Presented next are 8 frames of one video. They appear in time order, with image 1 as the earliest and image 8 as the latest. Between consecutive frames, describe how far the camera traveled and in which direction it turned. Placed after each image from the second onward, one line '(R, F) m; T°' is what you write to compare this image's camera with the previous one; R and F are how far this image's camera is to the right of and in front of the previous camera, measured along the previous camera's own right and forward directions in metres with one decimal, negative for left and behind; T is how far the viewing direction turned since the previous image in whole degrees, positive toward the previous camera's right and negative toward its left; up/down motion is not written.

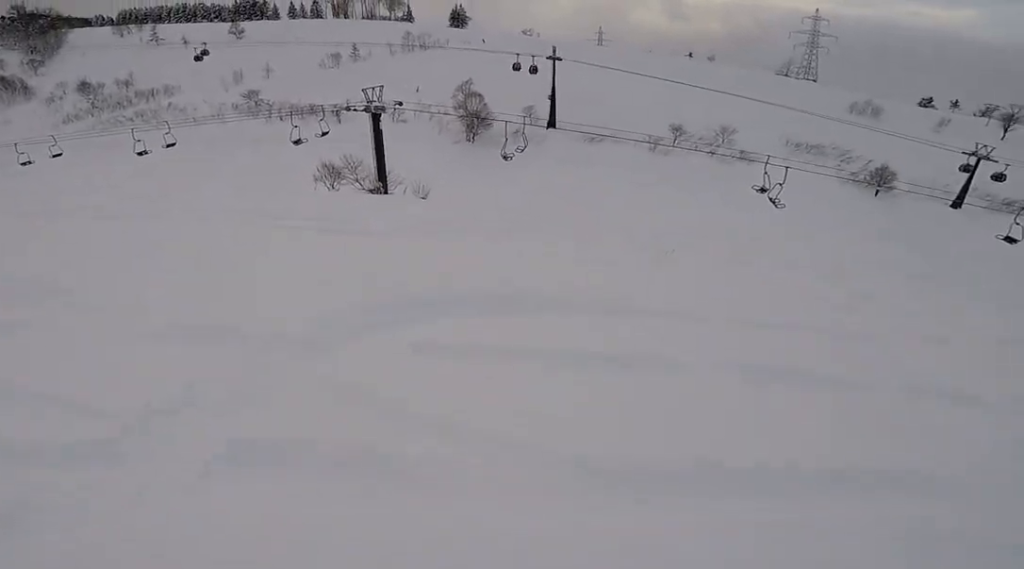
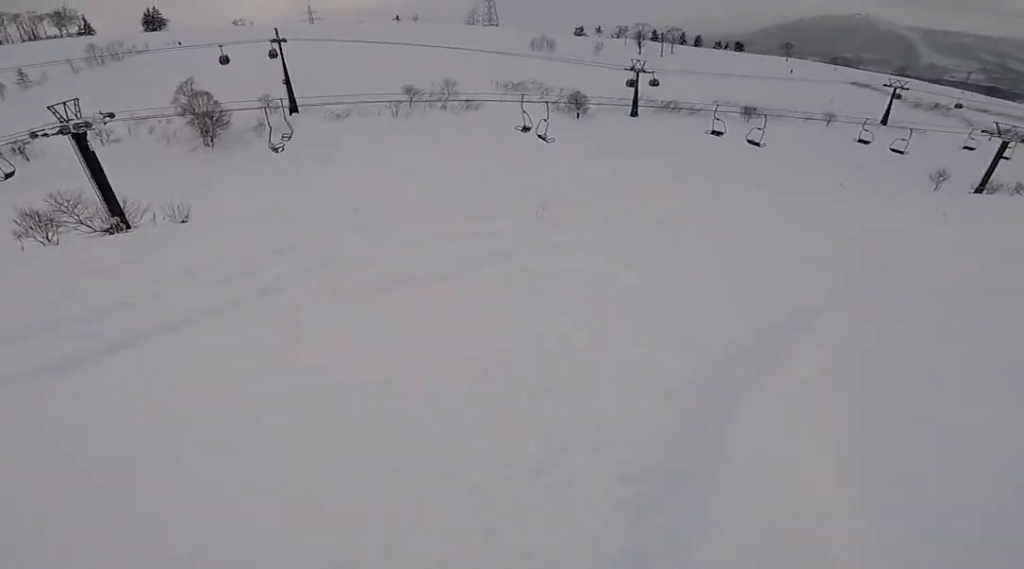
(+1.4, +5.3) m; +27°
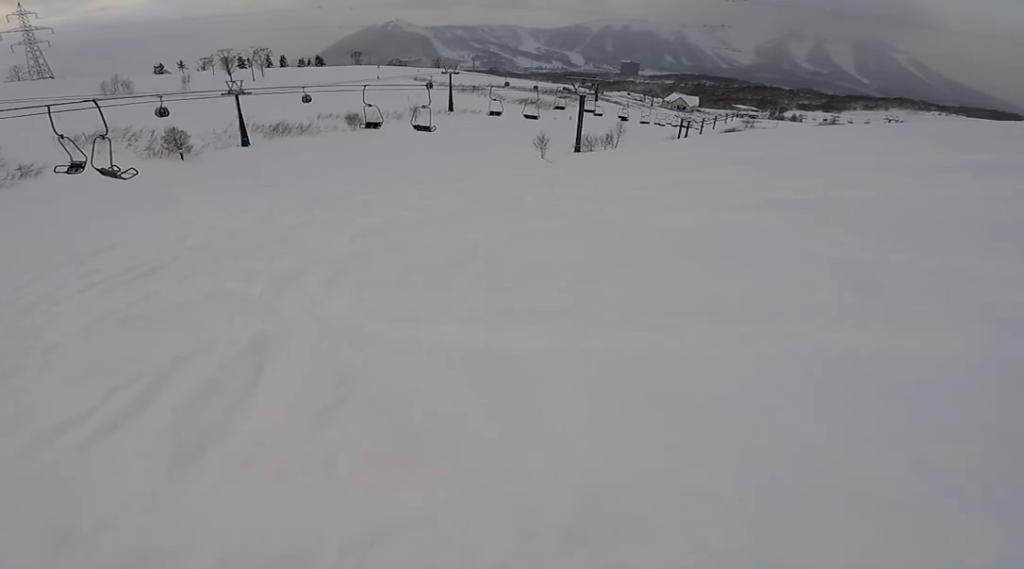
(+7.3, +12.6) m; +52°
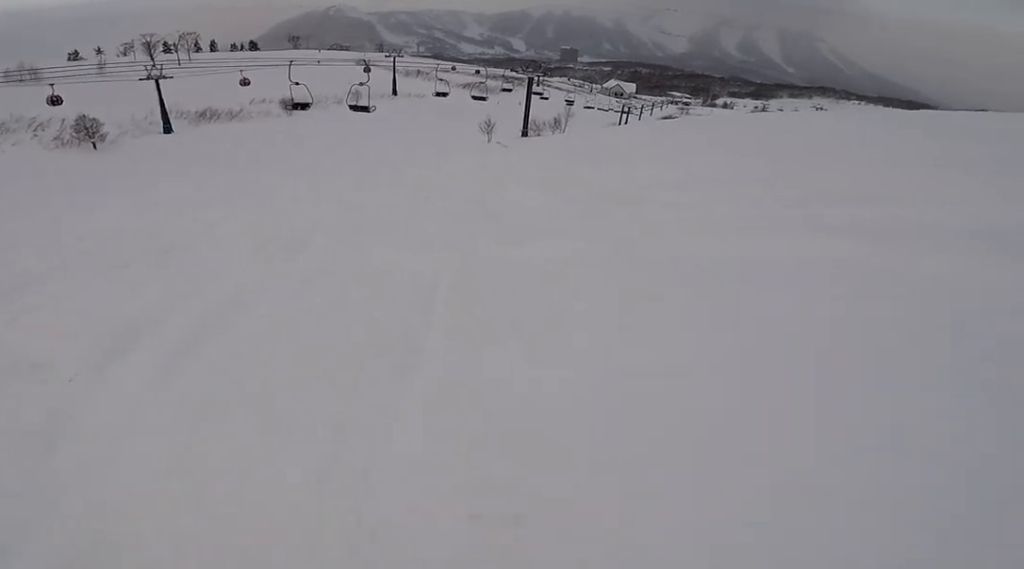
(0.0, +2.6) m; +7°
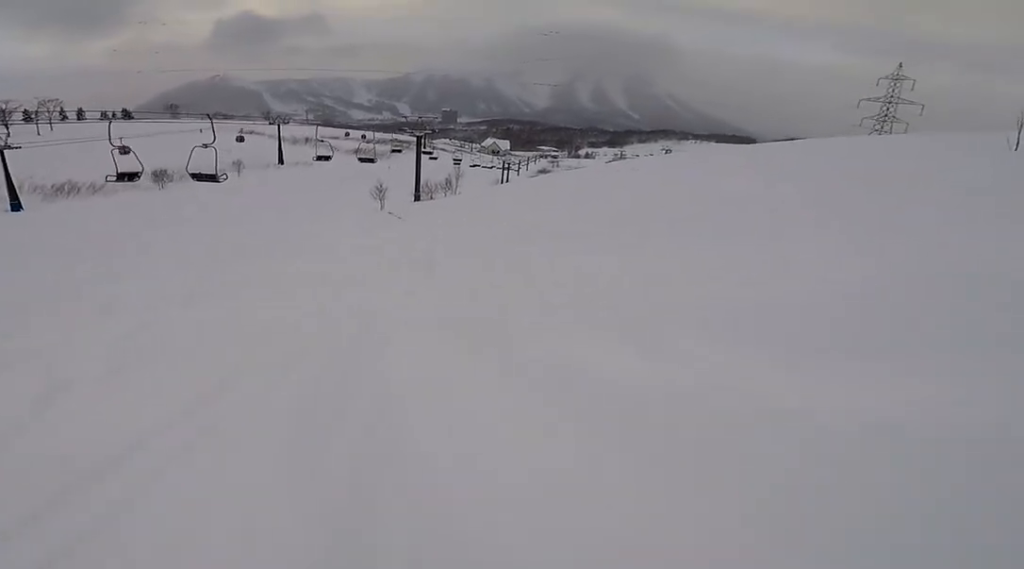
(+1.0, +4.1) m; +13°
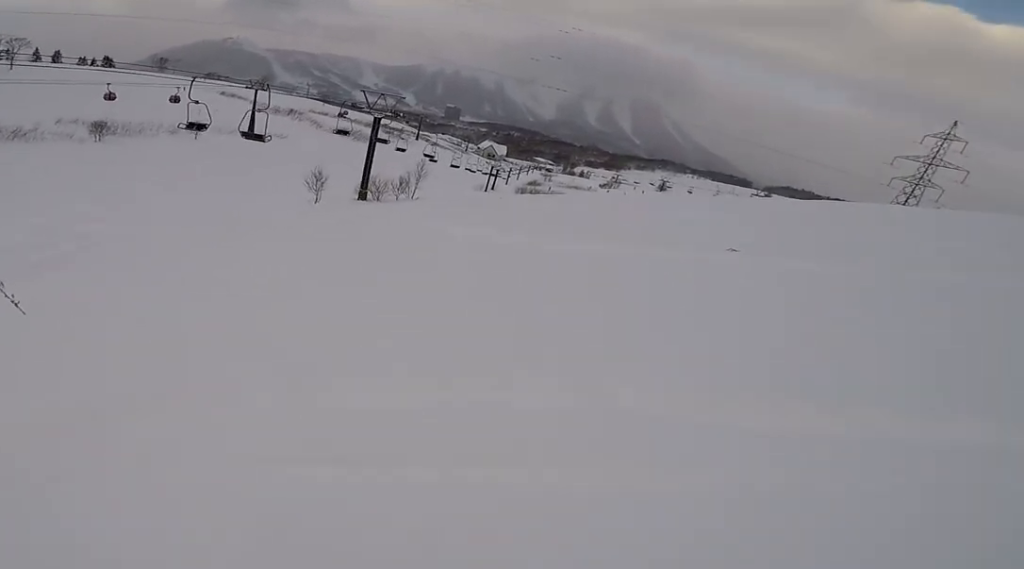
(-0.3, +10.5) m; -14°
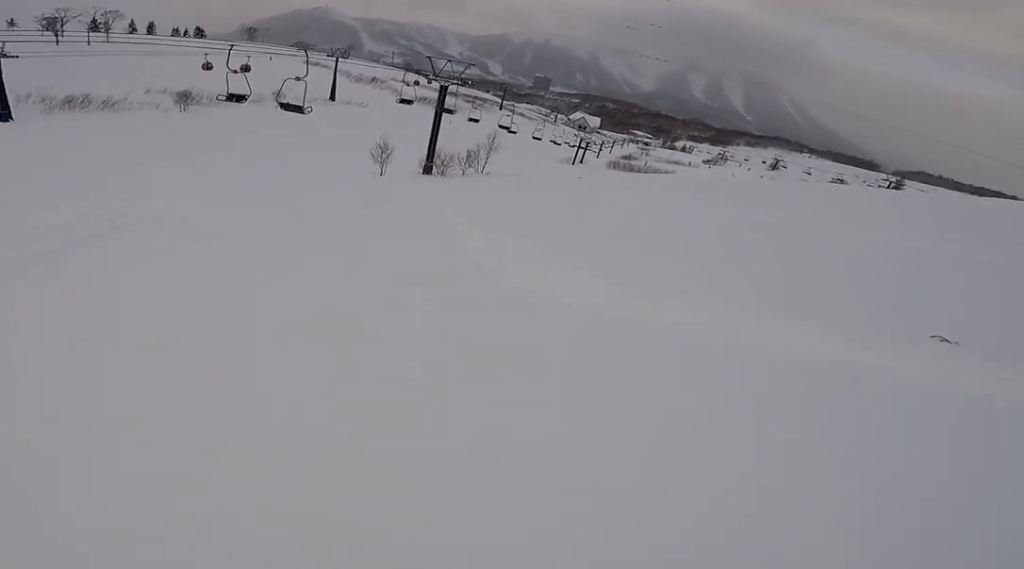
(-0.2, +3.4) m; -11°
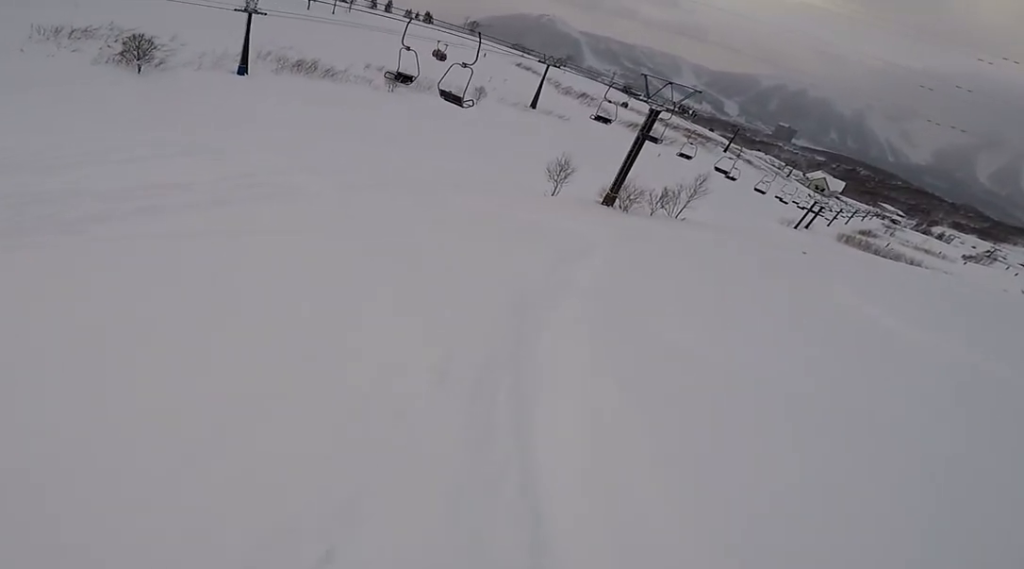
(-0.3, +4.3) m; -17°
